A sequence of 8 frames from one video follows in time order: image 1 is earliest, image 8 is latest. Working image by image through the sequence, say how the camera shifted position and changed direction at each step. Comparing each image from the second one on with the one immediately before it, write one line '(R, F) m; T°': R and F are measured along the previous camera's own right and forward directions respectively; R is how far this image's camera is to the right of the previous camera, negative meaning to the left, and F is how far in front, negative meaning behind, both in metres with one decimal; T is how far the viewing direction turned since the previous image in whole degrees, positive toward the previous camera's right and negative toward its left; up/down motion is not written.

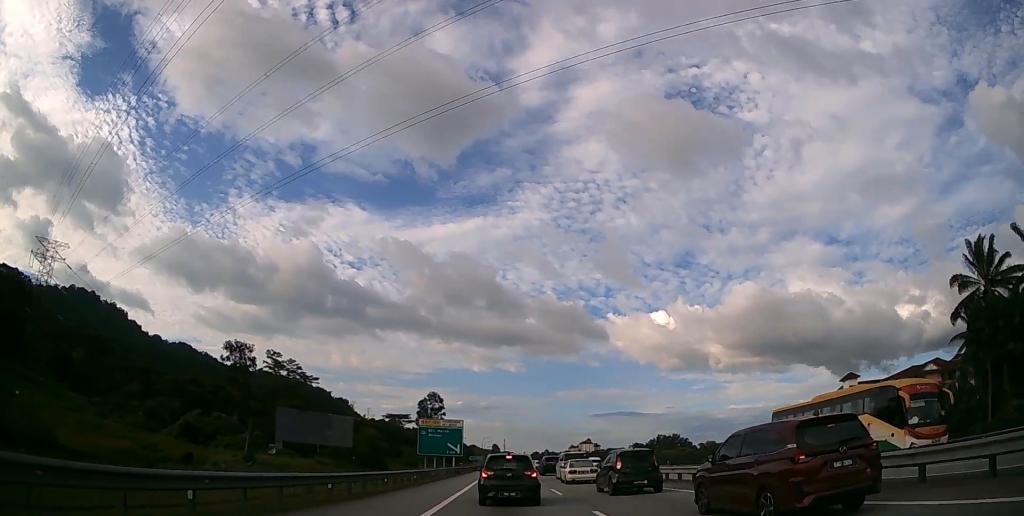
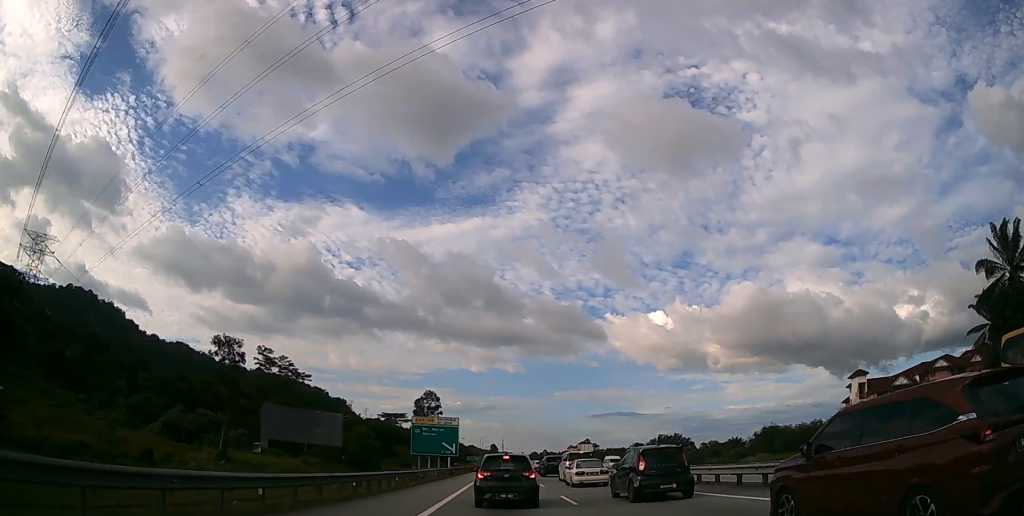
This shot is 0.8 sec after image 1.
(0.0, +5.3) m; 0°
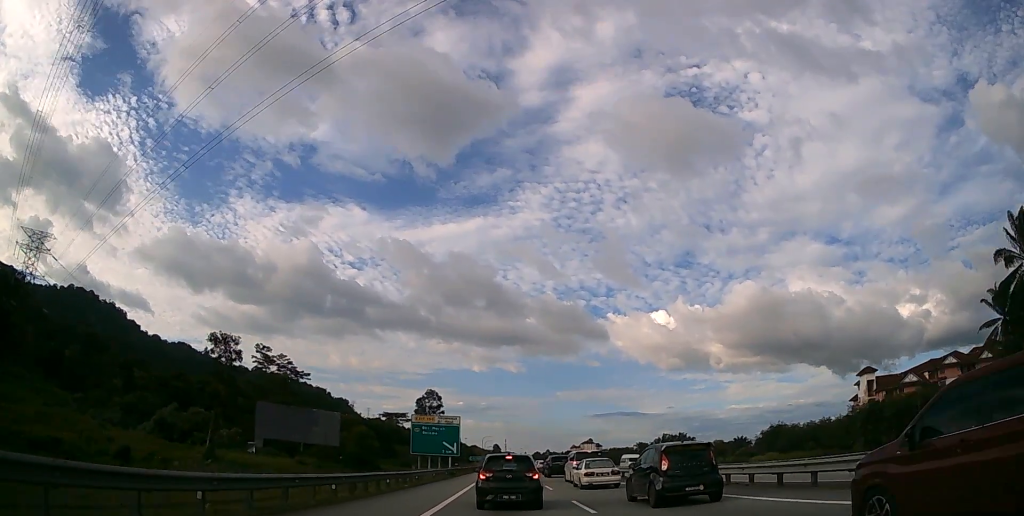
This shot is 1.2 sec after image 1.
(0.0, +2.9) m; 0°
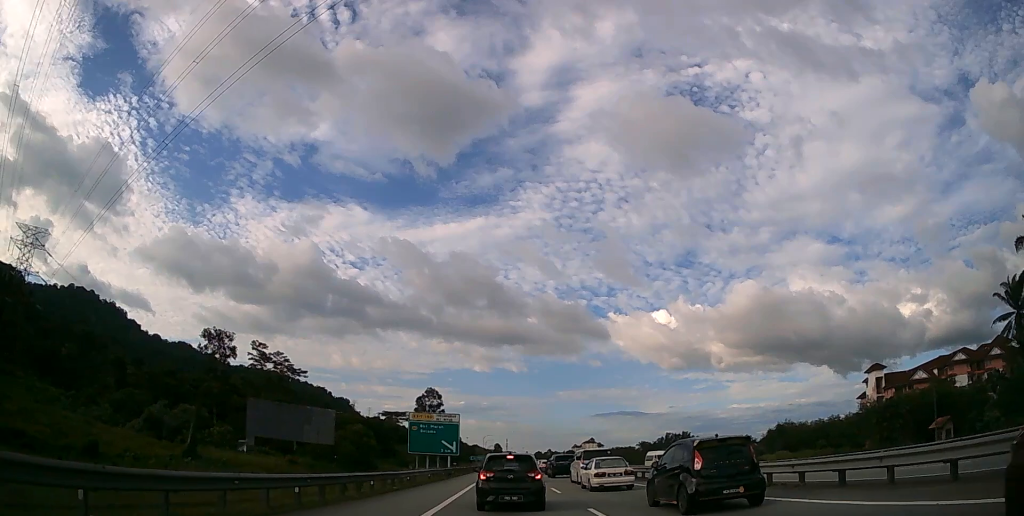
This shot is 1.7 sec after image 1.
(0.0, +3.3) m; 0°
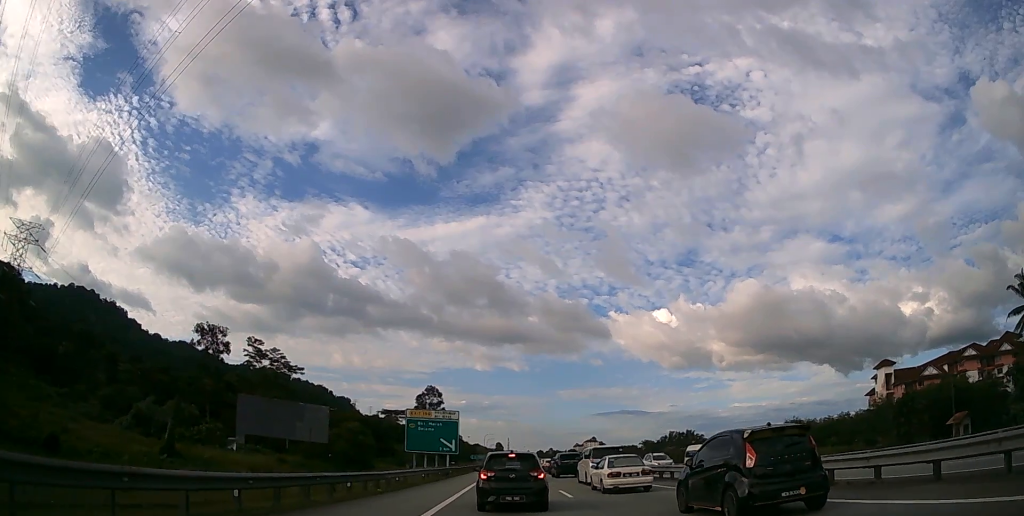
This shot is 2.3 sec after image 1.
(0.0, +3.4) m; 0°
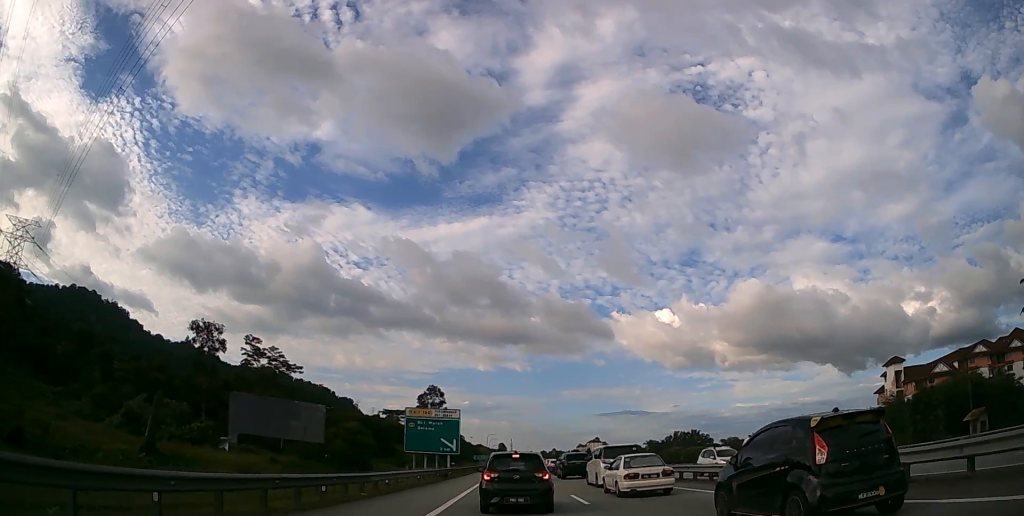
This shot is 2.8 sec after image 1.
(0.0, +2.9) m; 0°
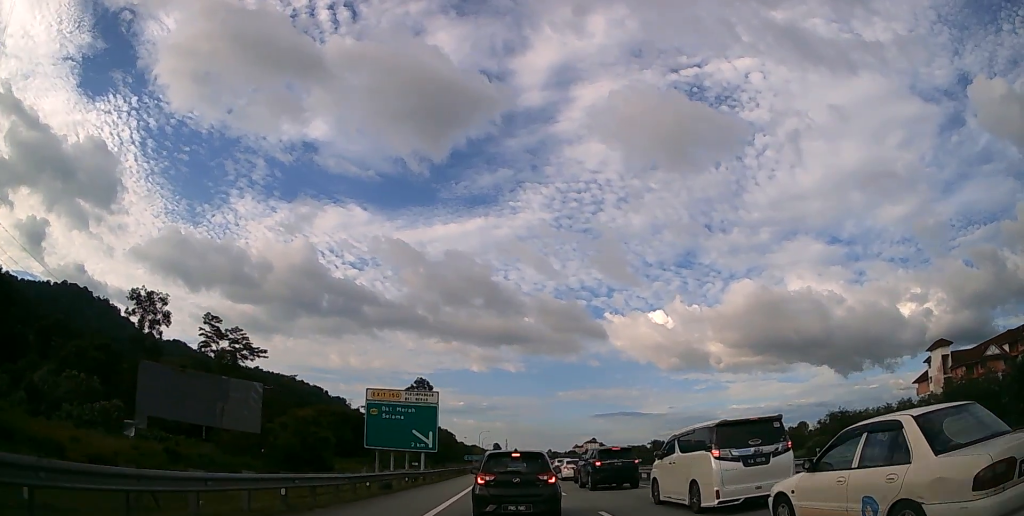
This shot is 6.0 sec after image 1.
(0.0, +17.3) m; 0°
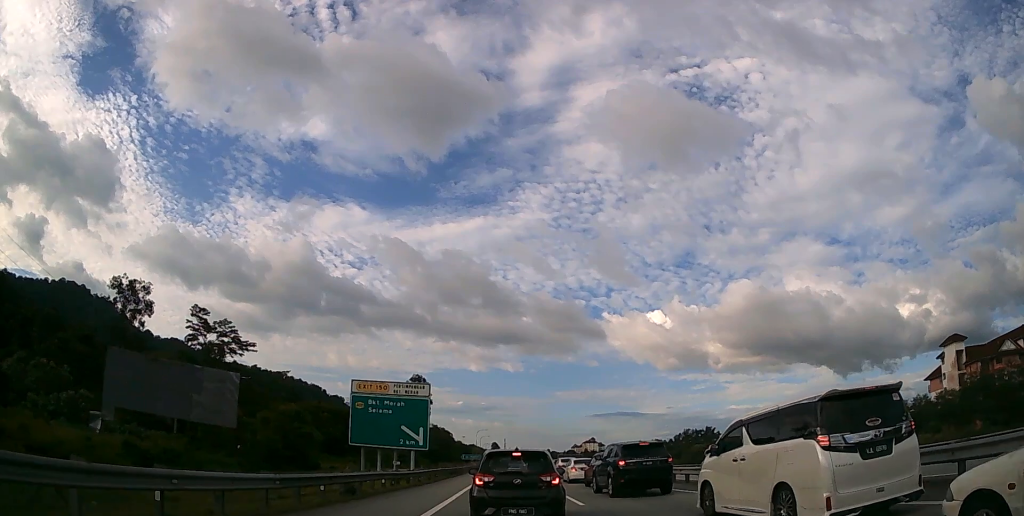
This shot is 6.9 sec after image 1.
(0.0, +4.3) m; 0°
